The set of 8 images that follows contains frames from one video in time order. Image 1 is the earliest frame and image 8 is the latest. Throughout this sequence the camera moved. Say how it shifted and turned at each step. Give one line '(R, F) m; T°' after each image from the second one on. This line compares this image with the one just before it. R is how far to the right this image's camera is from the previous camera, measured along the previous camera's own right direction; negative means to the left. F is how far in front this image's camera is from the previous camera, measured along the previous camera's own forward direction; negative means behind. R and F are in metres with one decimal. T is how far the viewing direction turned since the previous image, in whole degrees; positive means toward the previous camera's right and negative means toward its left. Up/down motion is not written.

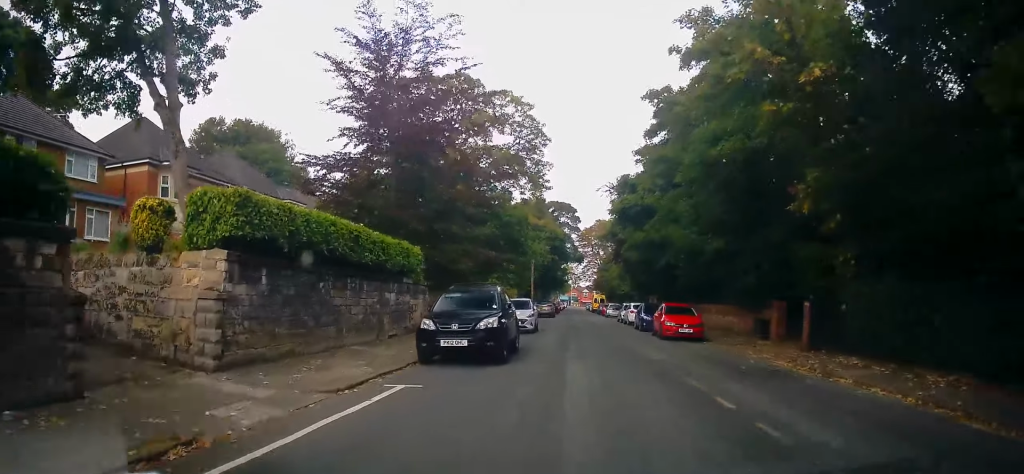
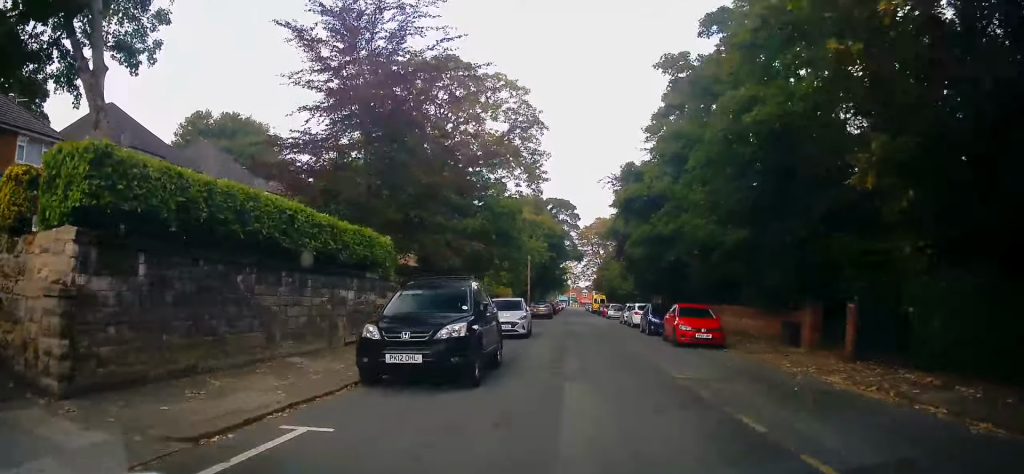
(0.0, +3.2) m; 0°
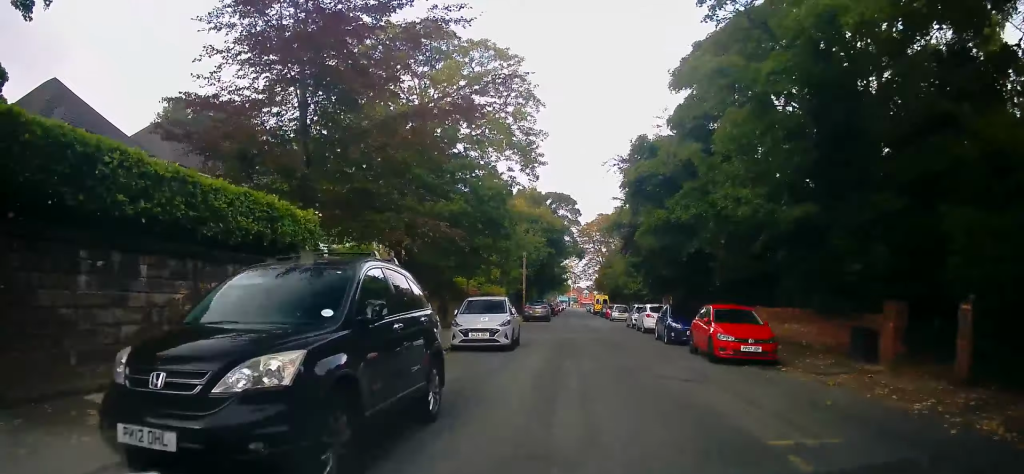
(0.0, +5.2) m; 0°
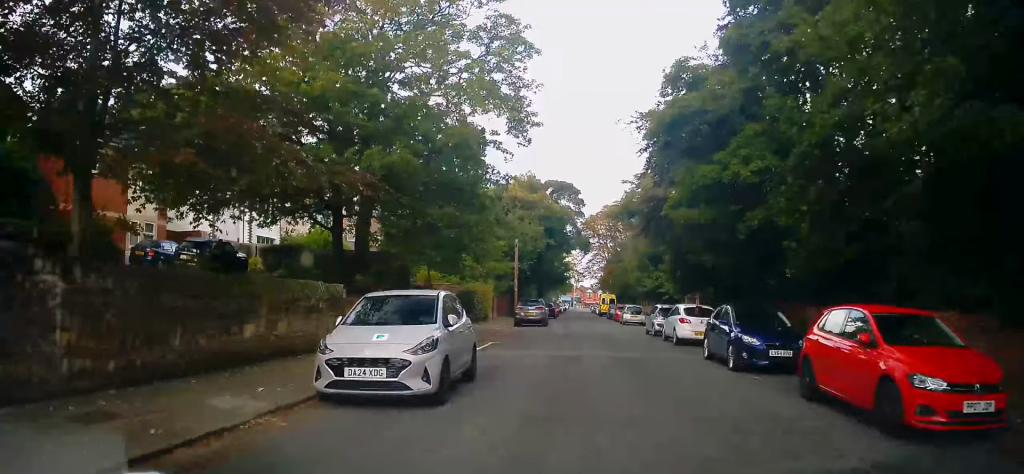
(+0.1, +8.6) m; 0°
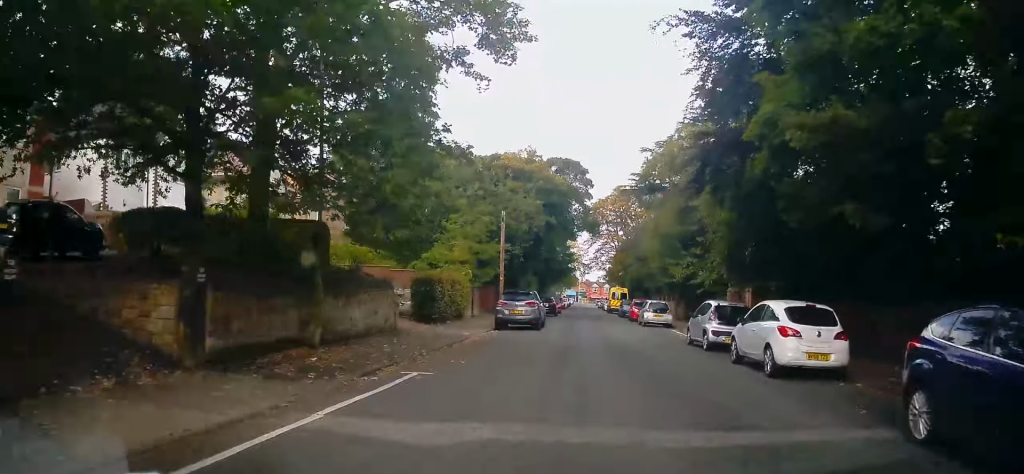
(-0.1, +9.7) m; 0°
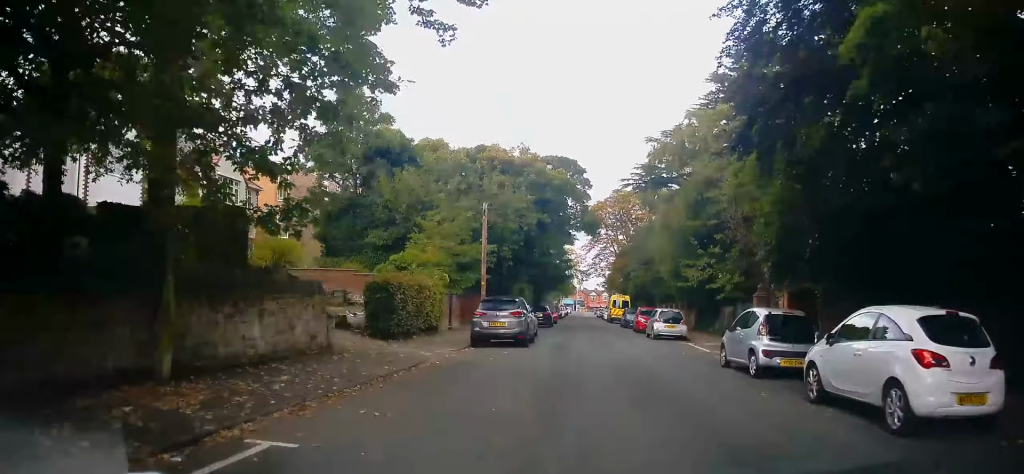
(0.0, +4.8) m; 0°
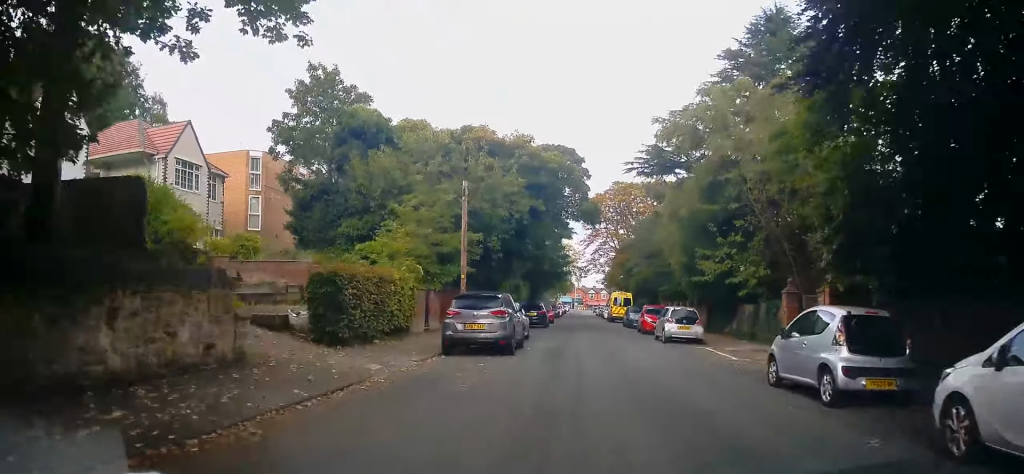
(0.0, +3.8) m; 0°
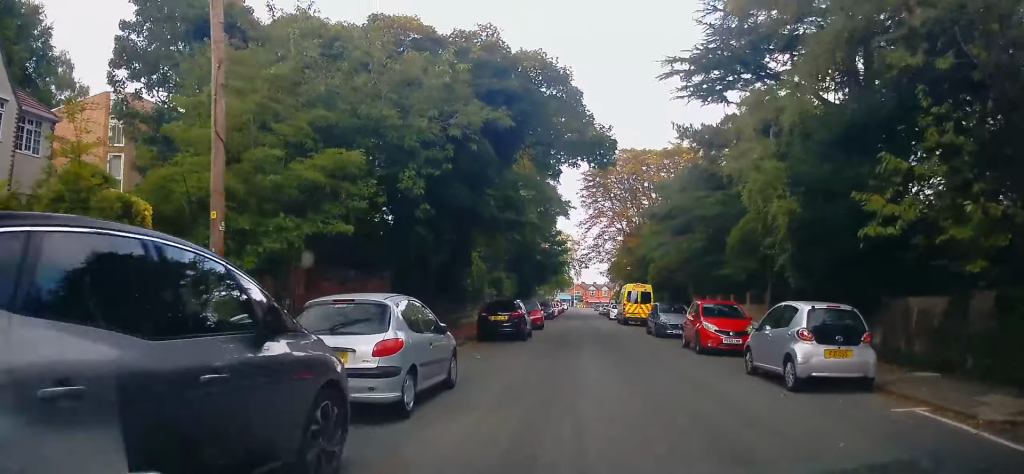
(0.0, +14.1) m; 0°
